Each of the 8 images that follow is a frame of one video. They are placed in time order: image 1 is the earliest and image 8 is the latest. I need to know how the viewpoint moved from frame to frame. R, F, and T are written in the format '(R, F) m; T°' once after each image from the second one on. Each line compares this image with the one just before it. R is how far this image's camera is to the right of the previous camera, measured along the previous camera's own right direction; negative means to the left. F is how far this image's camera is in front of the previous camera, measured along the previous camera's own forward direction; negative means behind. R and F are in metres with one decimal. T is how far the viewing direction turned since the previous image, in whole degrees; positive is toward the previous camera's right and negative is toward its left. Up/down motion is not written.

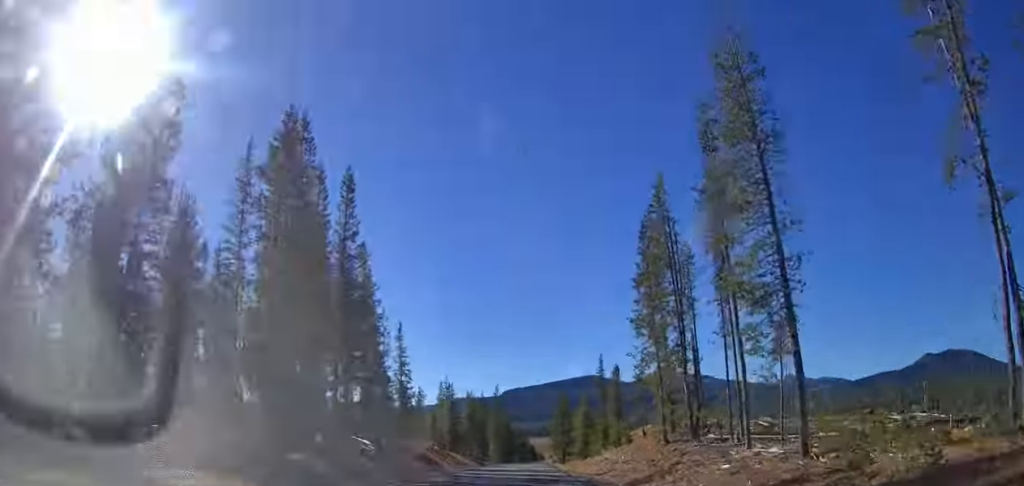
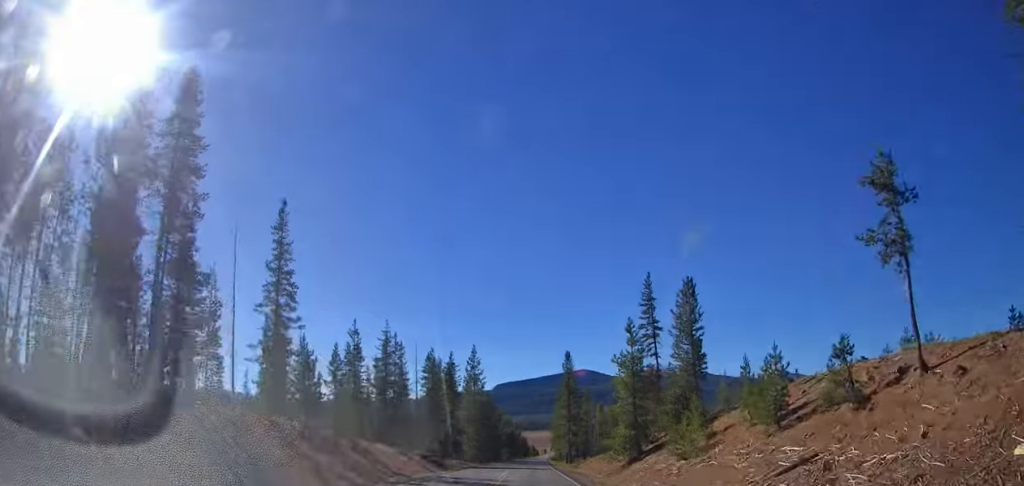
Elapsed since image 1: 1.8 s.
(-0.4, +39.2) m; +1°
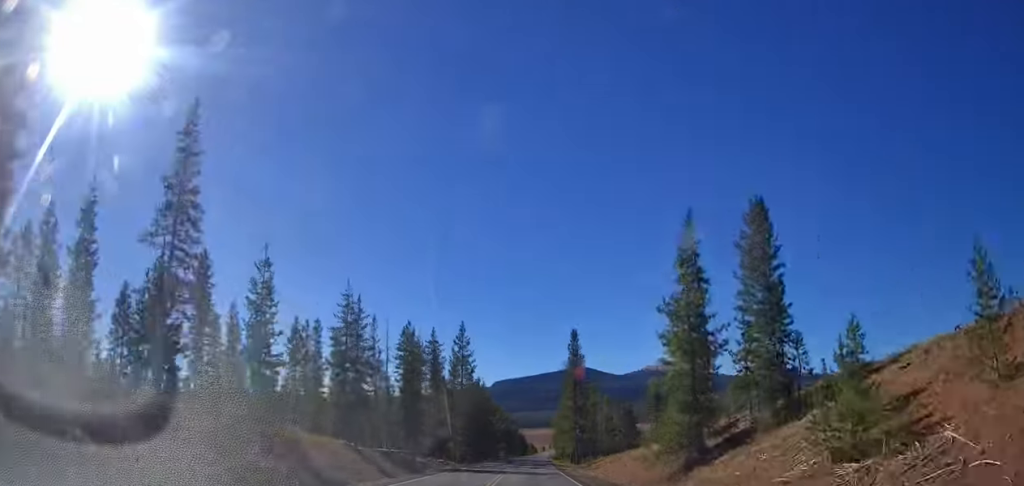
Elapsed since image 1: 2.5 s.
(+0.6, +13.5) m; +2°
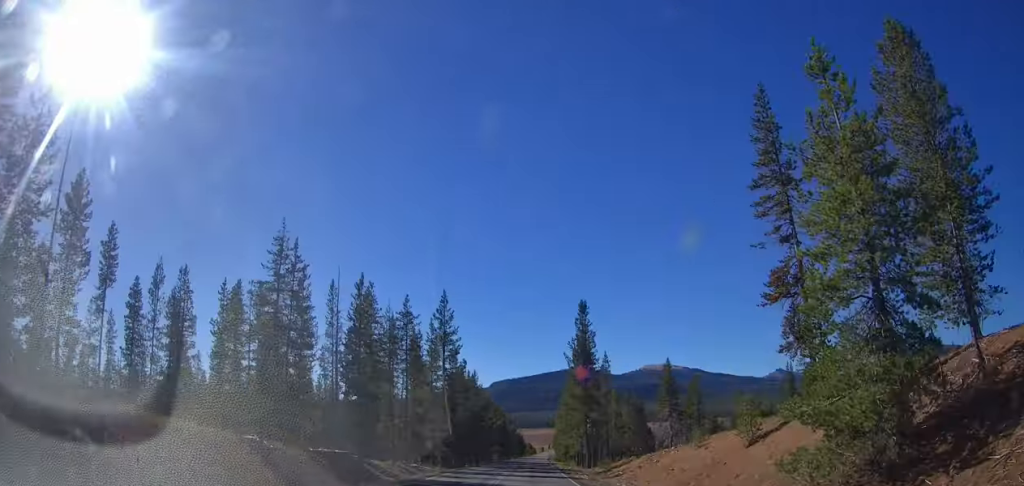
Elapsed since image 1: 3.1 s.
(+0.1, +13.7) m; 0°
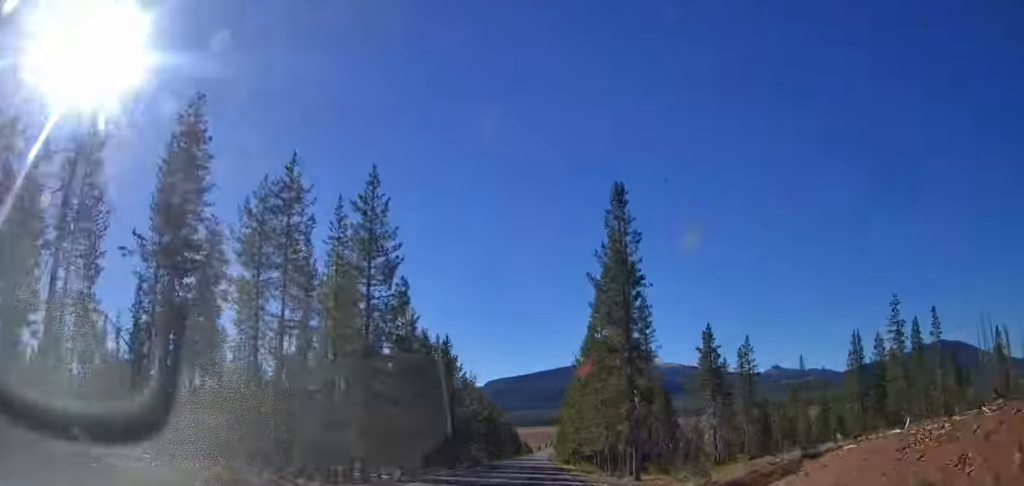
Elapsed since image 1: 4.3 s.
(-0.3, +25.3) m; -1°
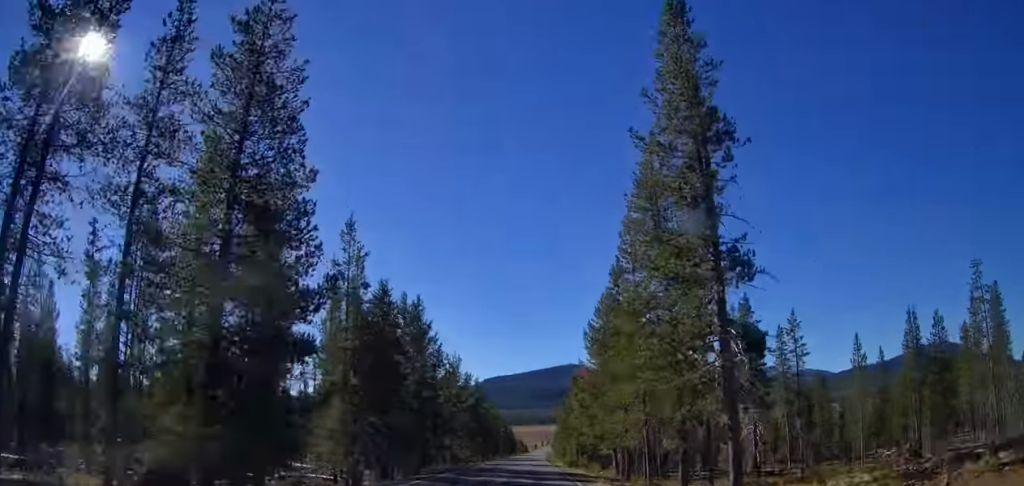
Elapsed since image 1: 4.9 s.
(0.0, +14.5) m; 0°
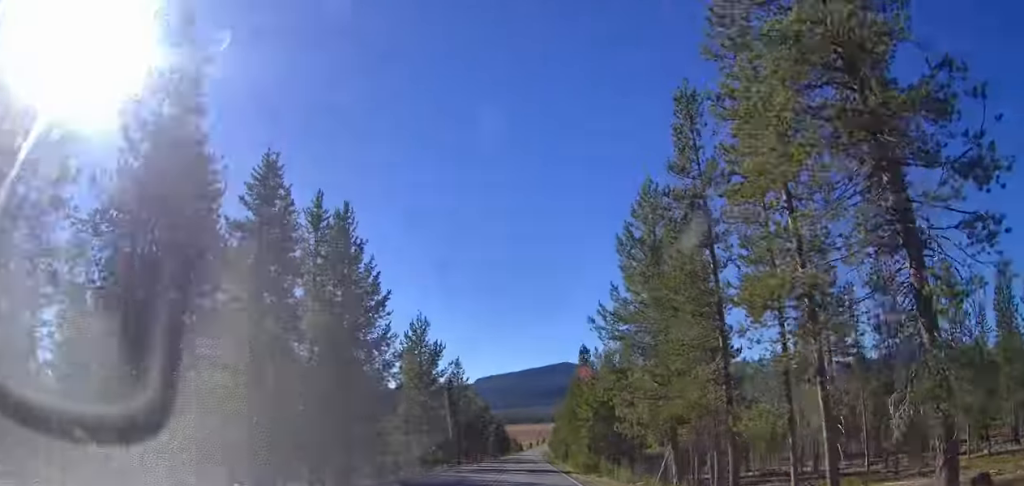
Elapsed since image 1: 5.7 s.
(+0.2, +17.6) m; -1°
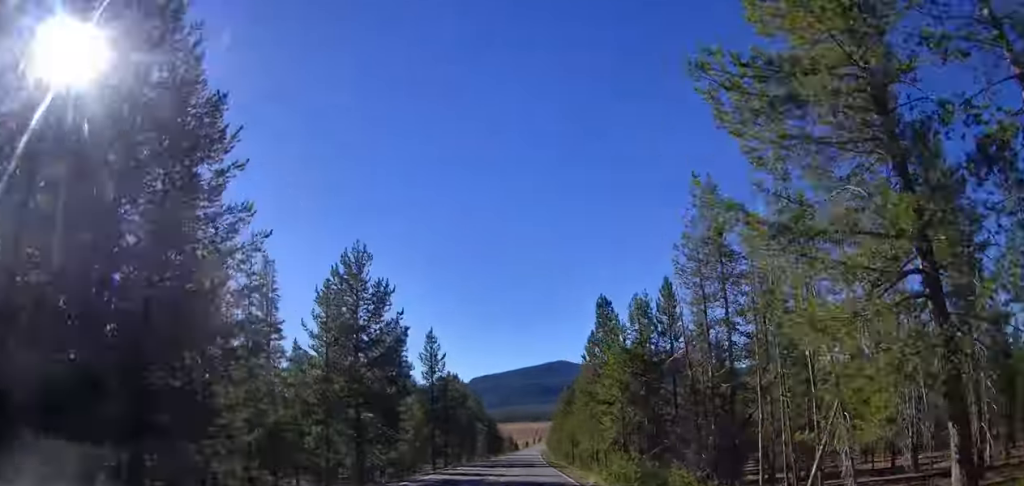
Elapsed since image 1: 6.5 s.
(-0.6, +16.3) m; 0°
